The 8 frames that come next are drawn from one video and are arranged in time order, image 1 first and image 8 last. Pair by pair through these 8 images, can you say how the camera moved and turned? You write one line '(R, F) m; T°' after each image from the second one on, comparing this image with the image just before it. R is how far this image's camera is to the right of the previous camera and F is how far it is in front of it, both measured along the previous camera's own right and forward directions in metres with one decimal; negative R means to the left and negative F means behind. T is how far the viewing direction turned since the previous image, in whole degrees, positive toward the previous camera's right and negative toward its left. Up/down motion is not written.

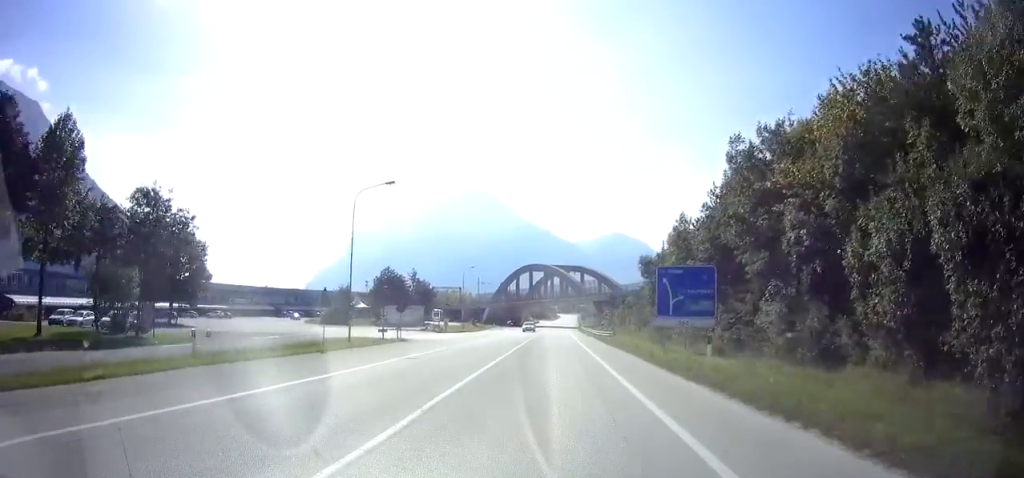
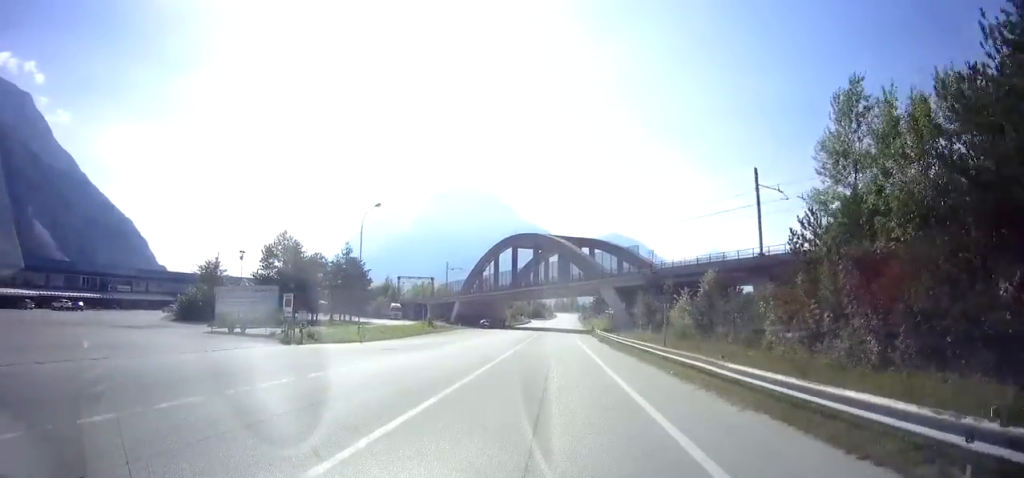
(+0.3, +42.9) m; +1°
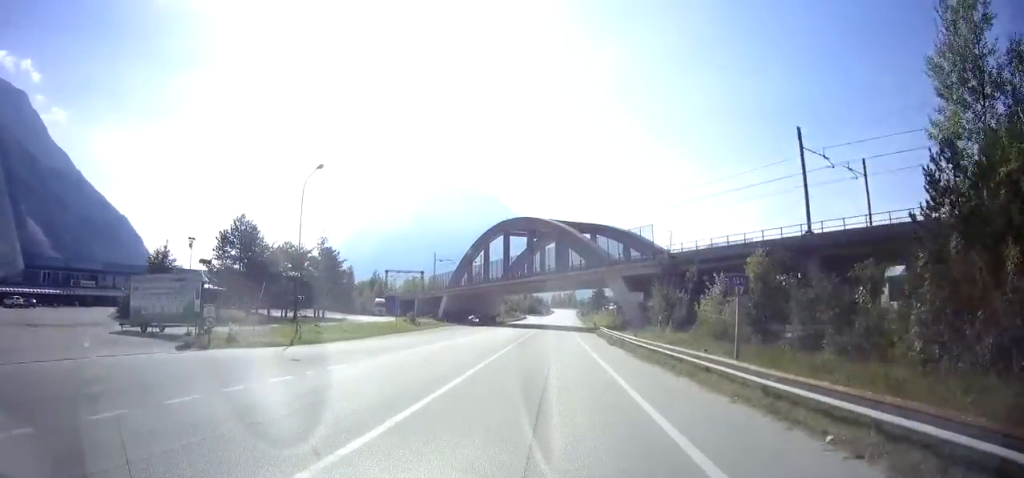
(0.0, +9.5) m; 0°
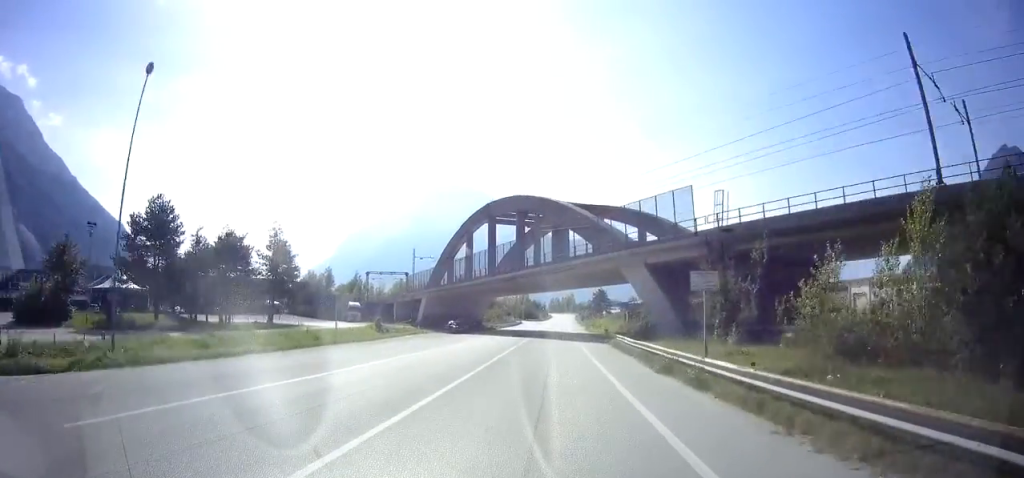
(0.0, +14.3) m; 0°
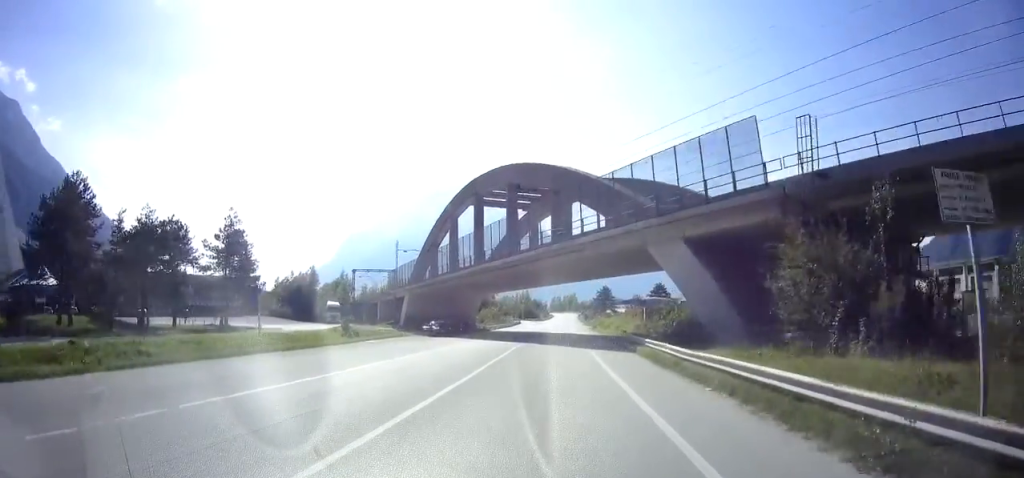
(0.0, +10.8) m; 0°
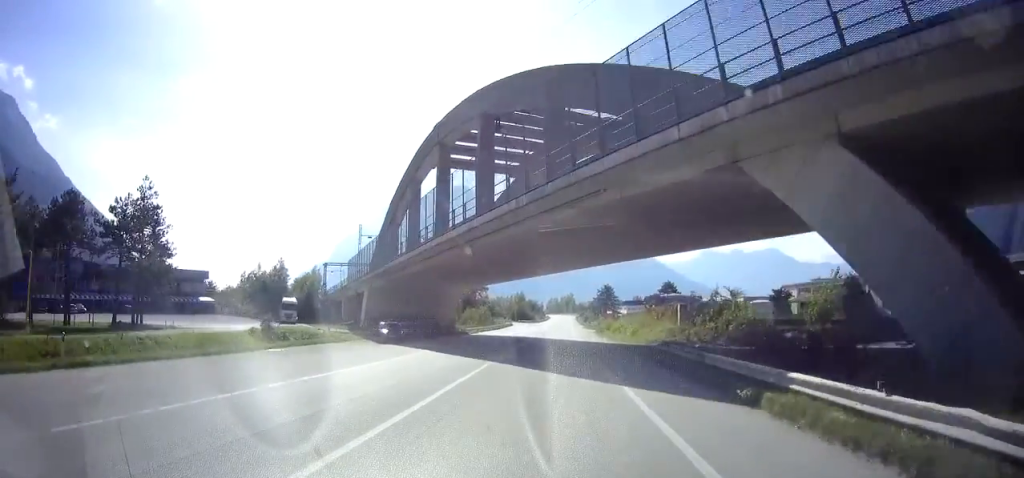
(+0.1, +14.8) m; 0°
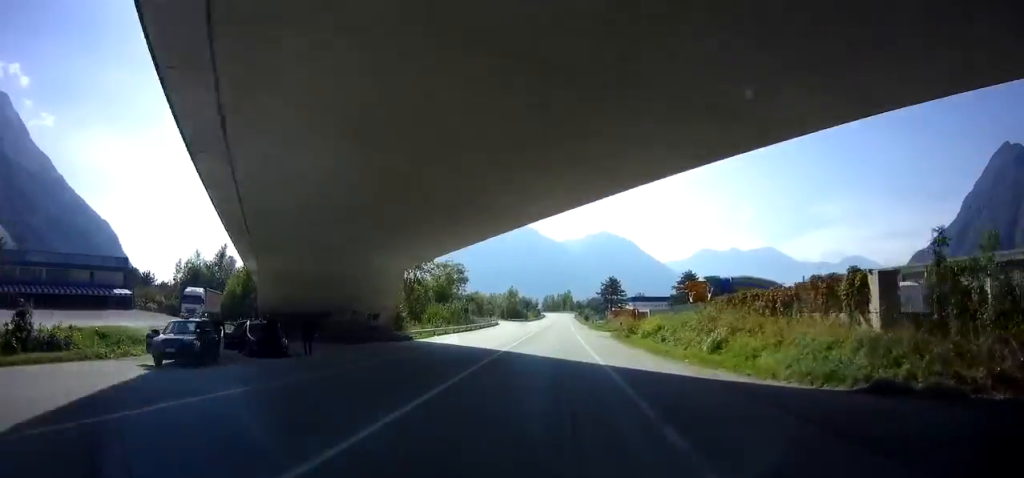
(0.0, +22.3) m; 0°
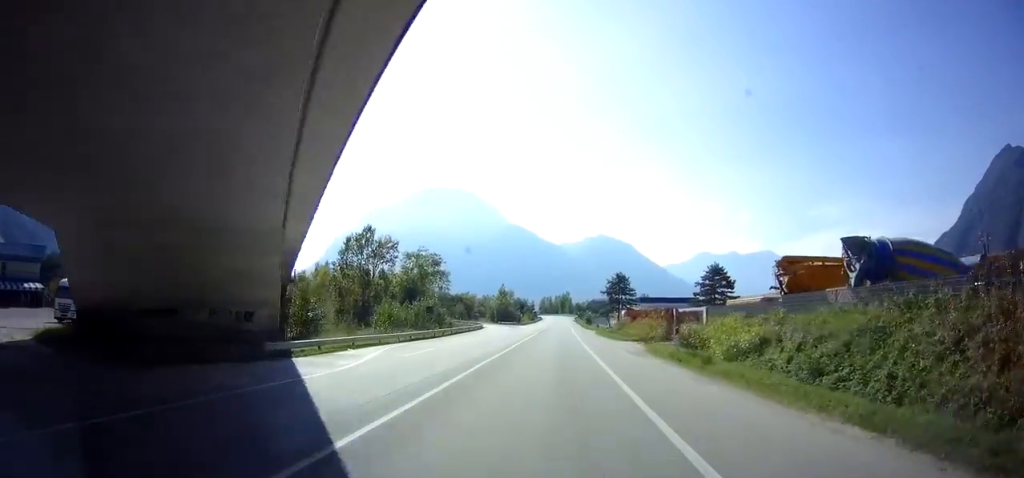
(-0.1, +17.9) m; 0°
